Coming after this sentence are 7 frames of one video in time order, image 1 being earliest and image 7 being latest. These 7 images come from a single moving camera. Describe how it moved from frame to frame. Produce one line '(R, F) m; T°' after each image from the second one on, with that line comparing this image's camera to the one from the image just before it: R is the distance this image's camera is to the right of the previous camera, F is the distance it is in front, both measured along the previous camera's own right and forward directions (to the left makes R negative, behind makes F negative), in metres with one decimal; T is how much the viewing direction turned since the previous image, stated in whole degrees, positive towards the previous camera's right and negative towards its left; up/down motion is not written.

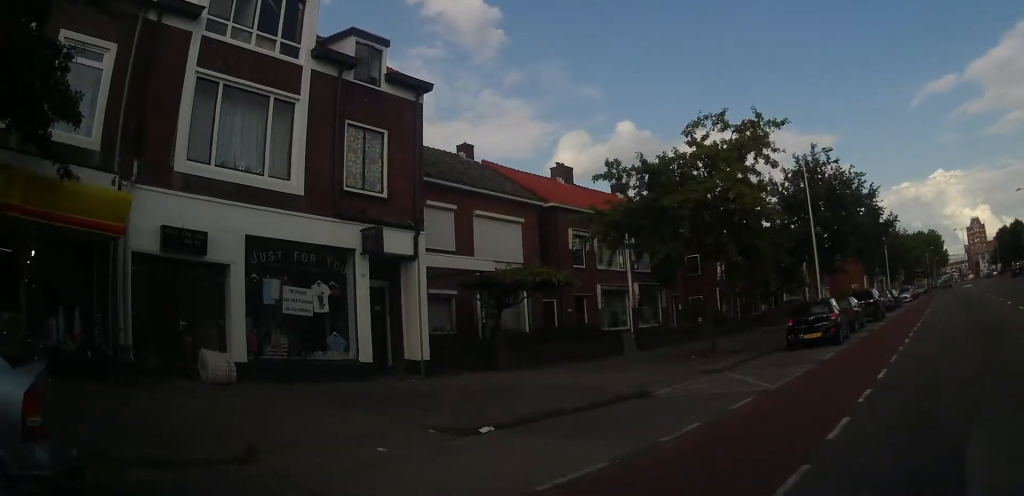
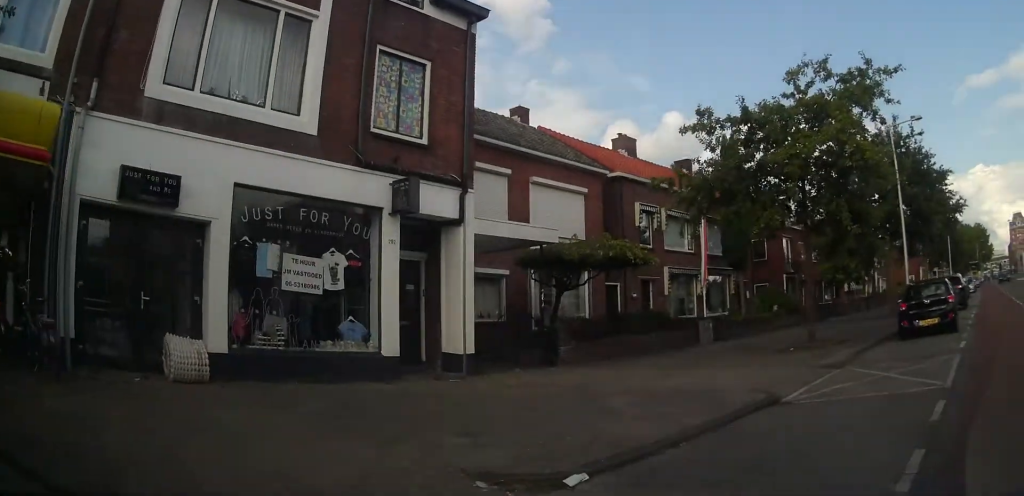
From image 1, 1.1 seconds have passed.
(-0.5, +4.0) m; -9°
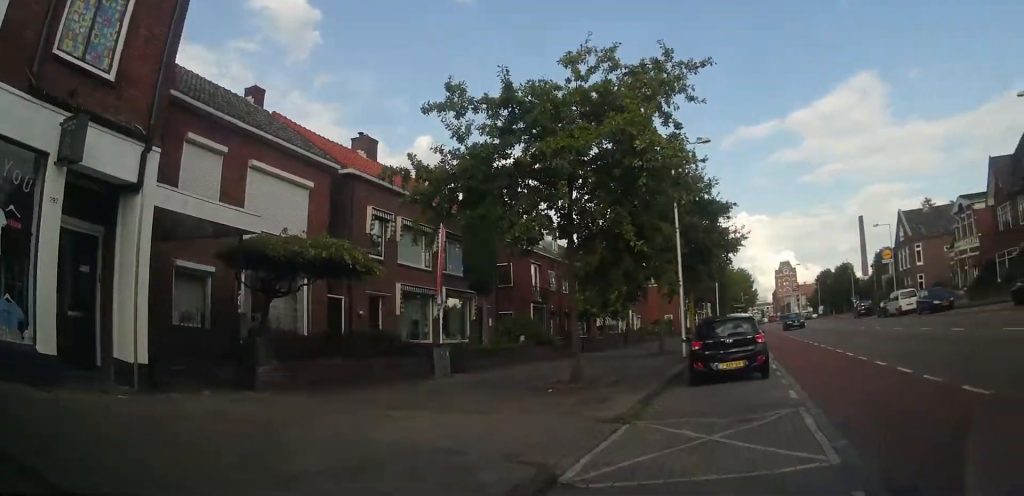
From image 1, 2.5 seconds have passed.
(0.0, +3.8) m; +7°
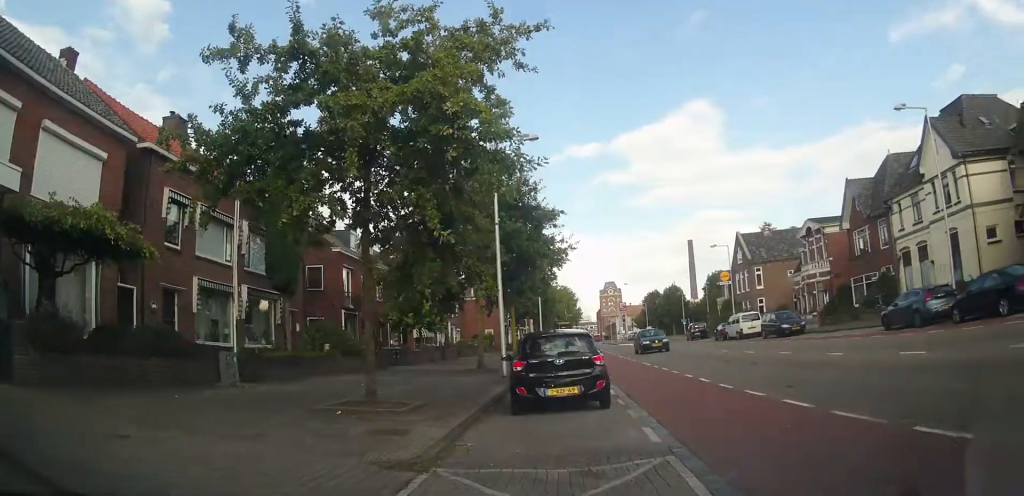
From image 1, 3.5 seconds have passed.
(+0.4, +2.5) m; +9°
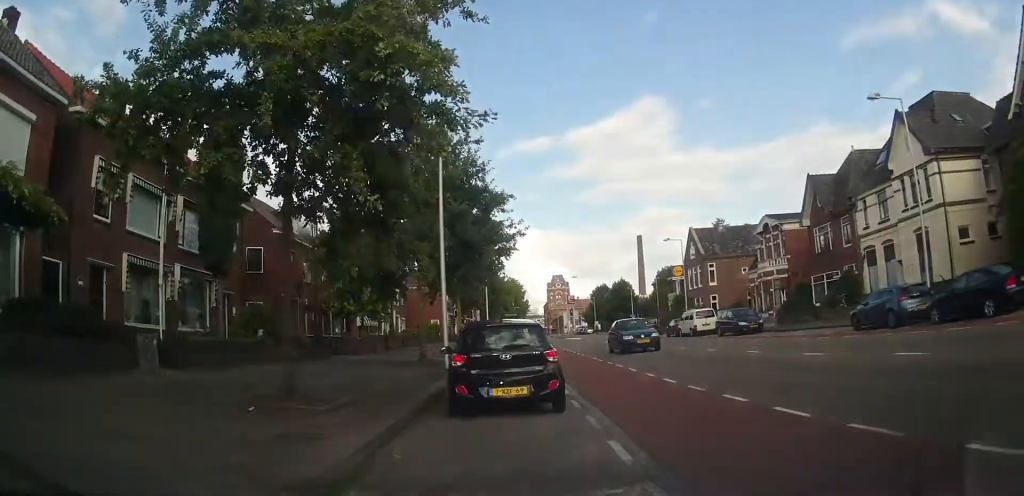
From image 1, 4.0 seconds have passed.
(0.0, +1.3) m; +3°
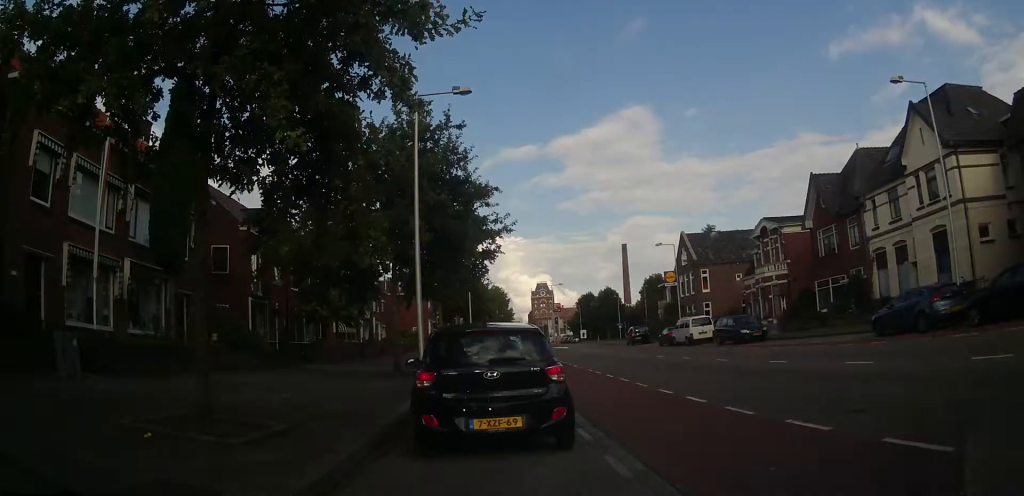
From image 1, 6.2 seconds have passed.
(-0.1, +2.6) m; +2°
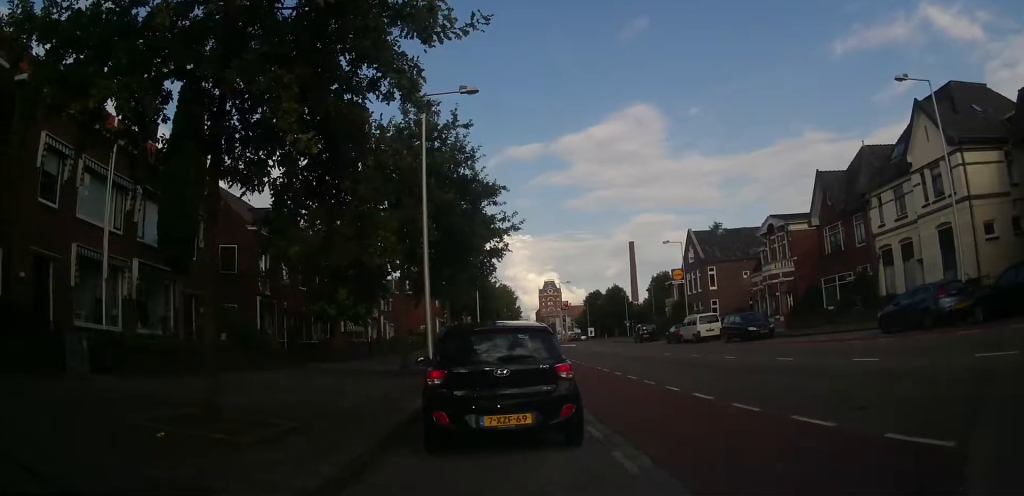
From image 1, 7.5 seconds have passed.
(-0.1, -0.1) m; 0°
